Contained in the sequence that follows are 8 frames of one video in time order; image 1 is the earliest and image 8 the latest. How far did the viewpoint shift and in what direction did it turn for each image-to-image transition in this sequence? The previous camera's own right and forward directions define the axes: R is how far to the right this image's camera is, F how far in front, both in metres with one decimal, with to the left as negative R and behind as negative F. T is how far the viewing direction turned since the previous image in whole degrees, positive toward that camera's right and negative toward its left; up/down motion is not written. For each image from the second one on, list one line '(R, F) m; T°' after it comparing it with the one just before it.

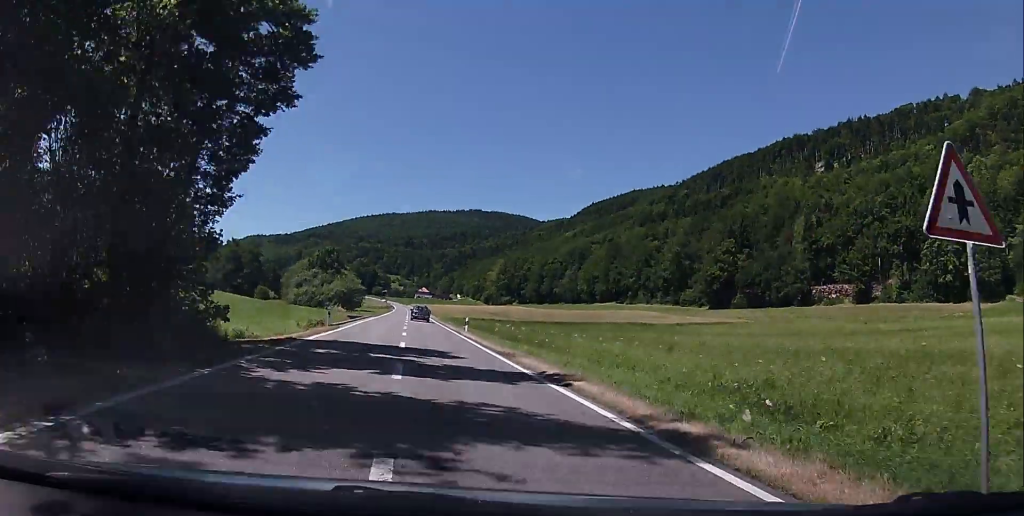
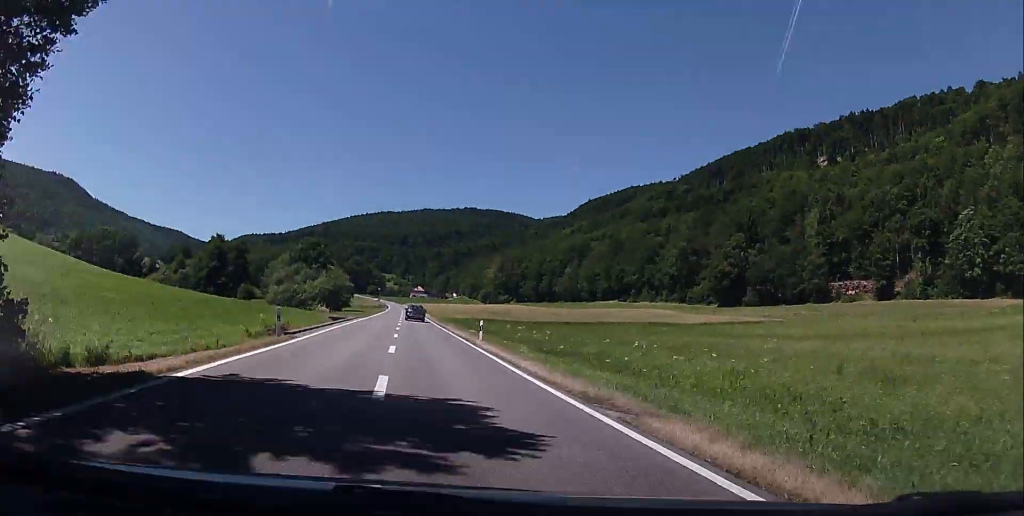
(-0.2, +11.2) m; 0°
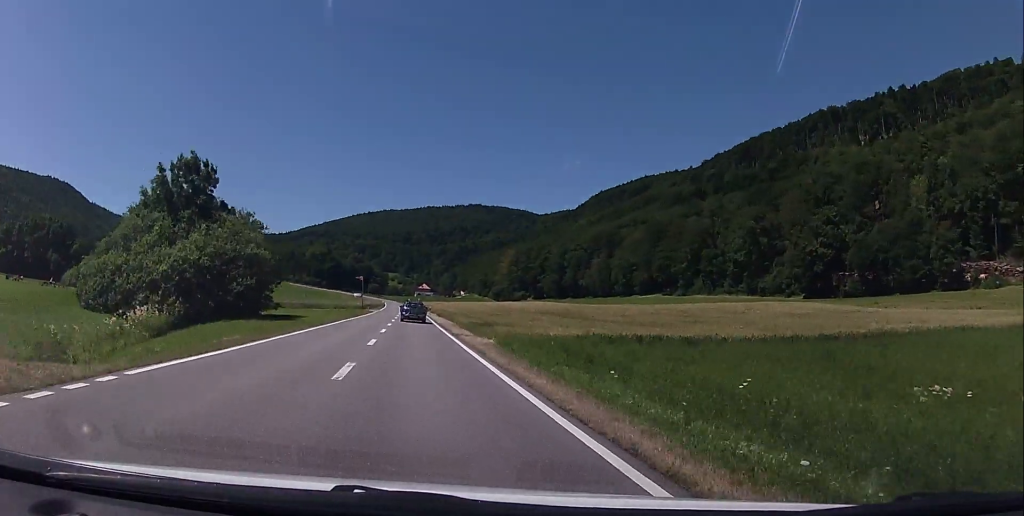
(+0.9, +50.7) m; +1°
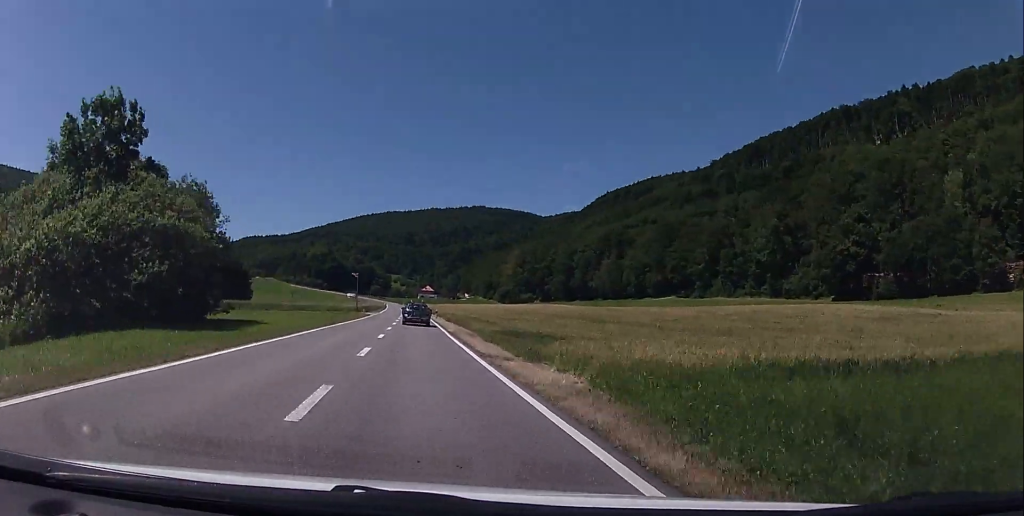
(+0.1, +12.3) m; 0°
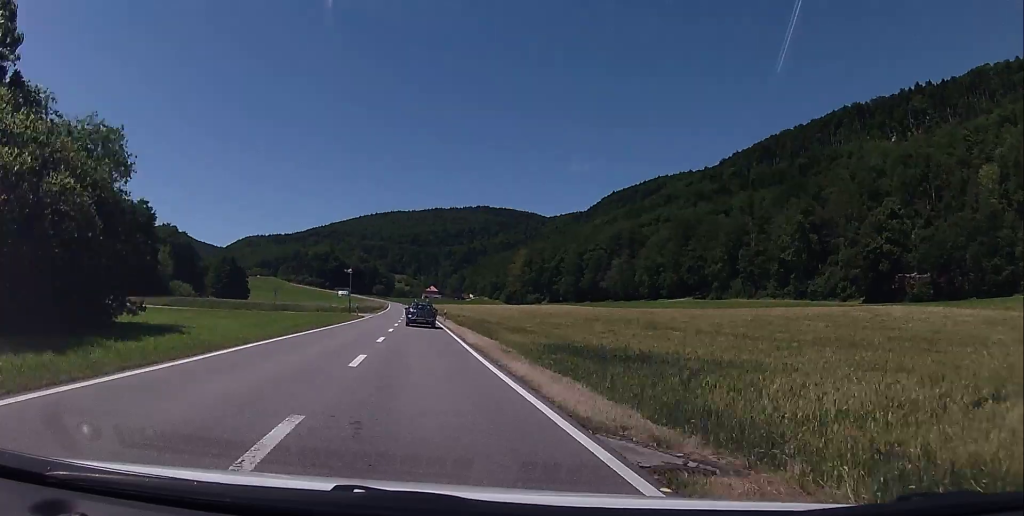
(-0.1, +11.5) m; 0°
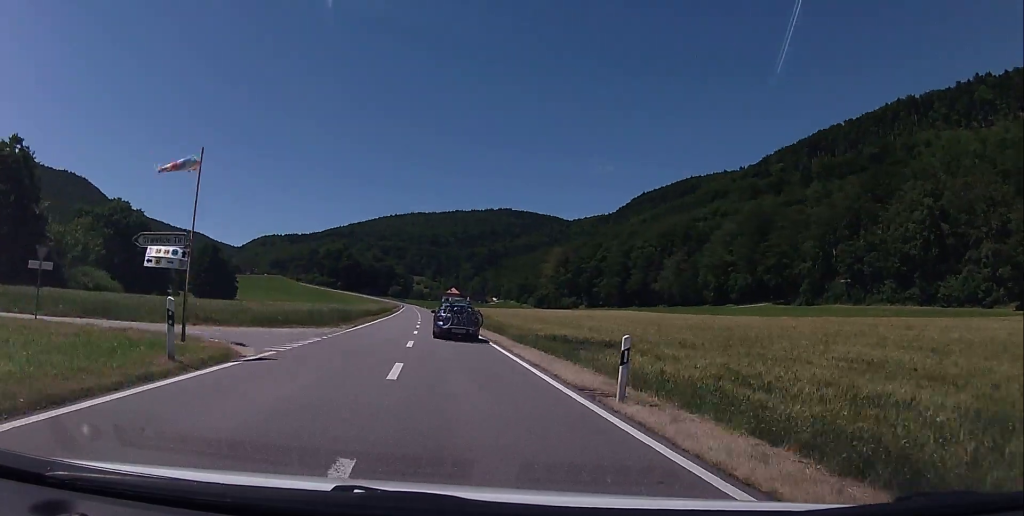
(-0.5, +45.2) m; -1°
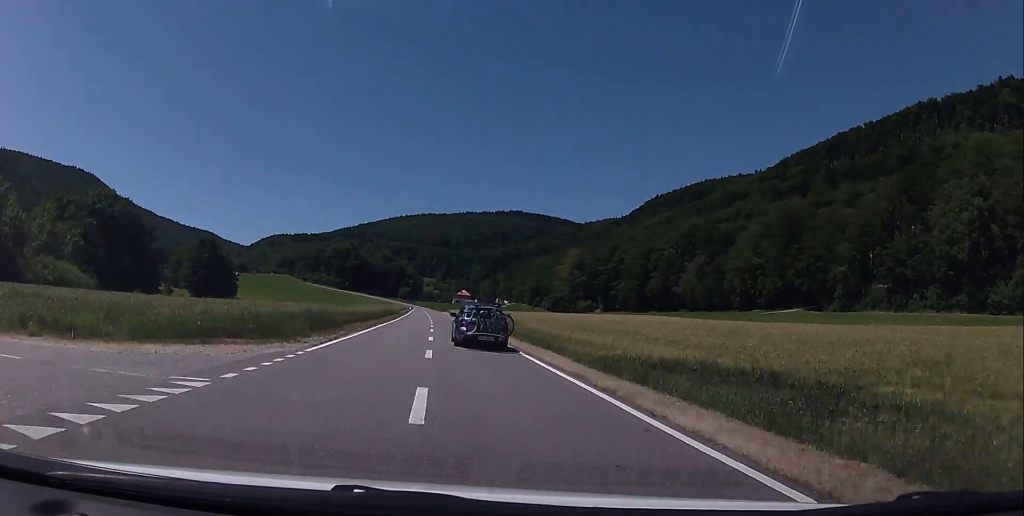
(-0.1, +12.6) m; -1°
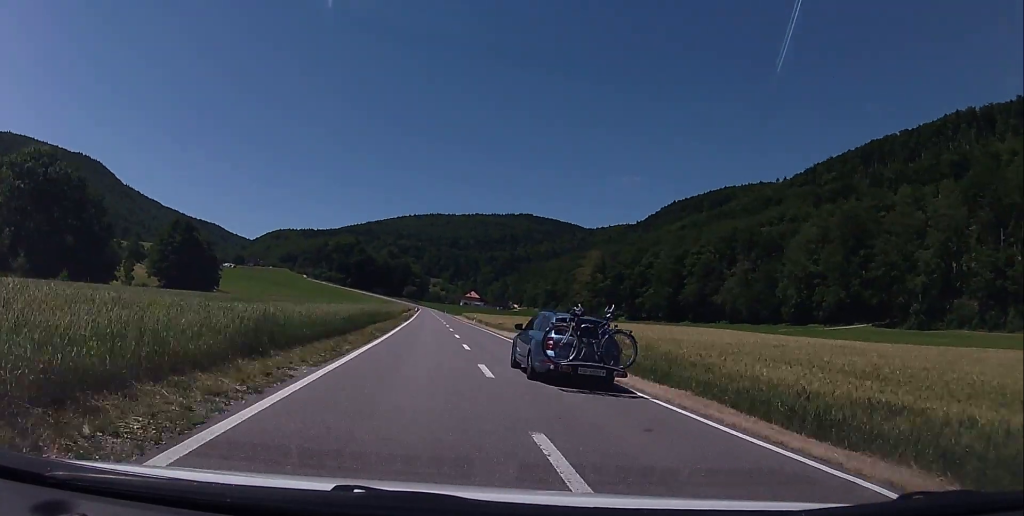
(-0.4, +29.2) m; -1°
